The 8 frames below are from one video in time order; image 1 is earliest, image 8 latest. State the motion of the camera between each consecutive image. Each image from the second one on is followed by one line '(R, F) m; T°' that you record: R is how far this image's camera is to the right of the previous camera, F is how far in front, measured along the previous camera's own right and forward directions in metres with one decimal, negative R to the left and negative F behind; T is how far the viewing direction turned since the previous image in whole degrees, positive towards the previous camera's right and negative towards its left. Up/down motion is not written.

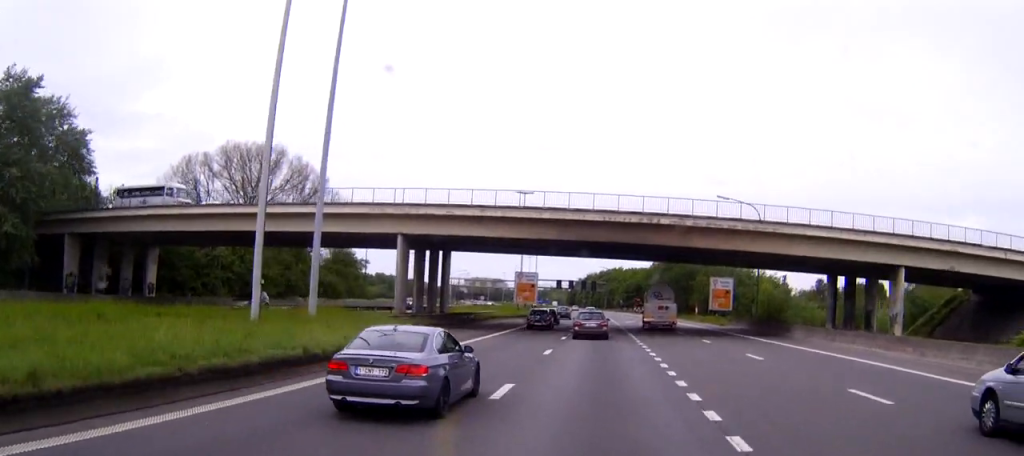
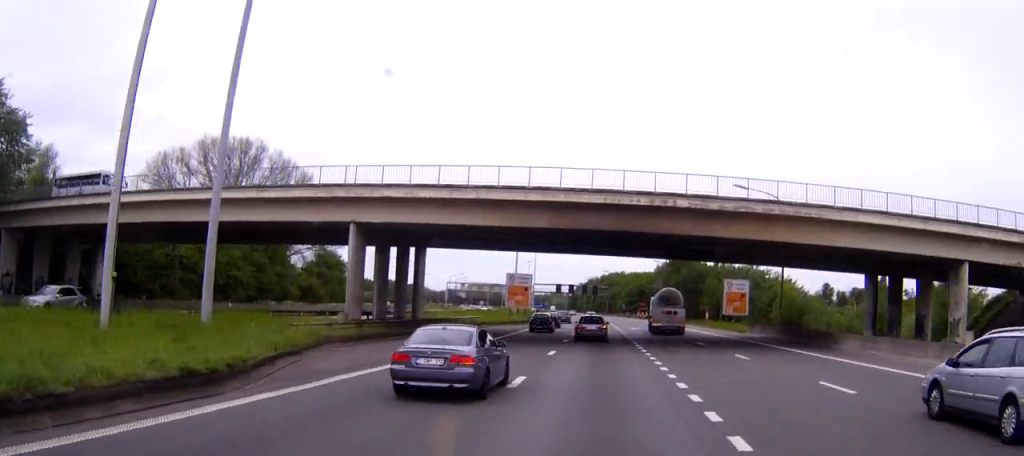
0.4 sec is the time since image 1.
(0.0, +10.3) m; 0°
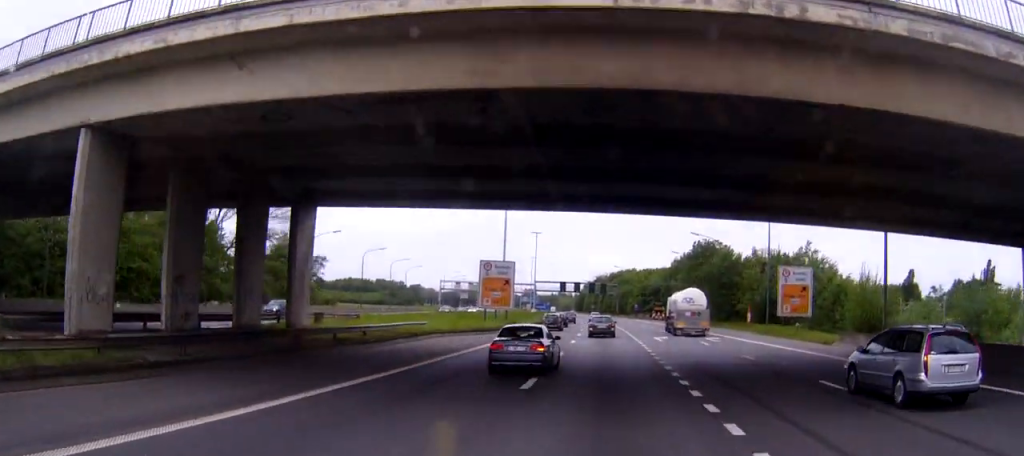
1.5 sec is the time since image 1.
(0.0, +25.4) m; 0°
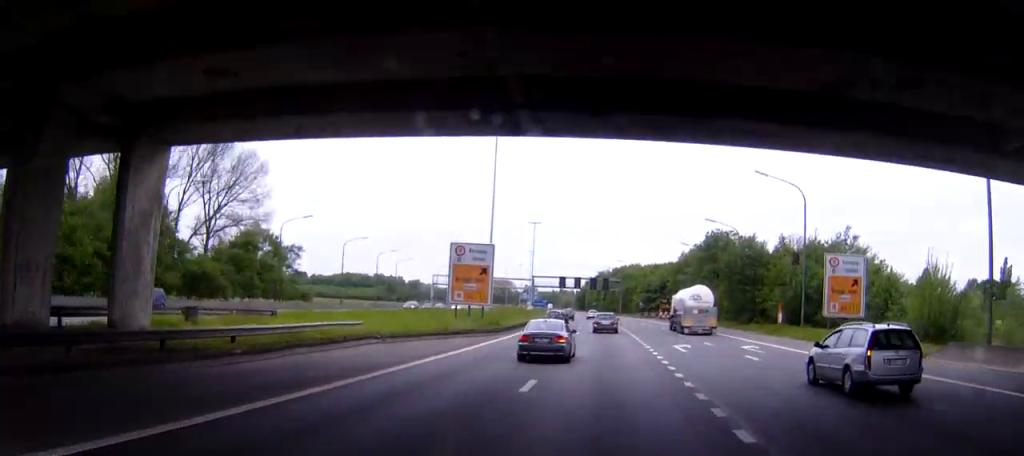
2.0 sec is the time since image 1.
(0.0, +14.6) m; 0°
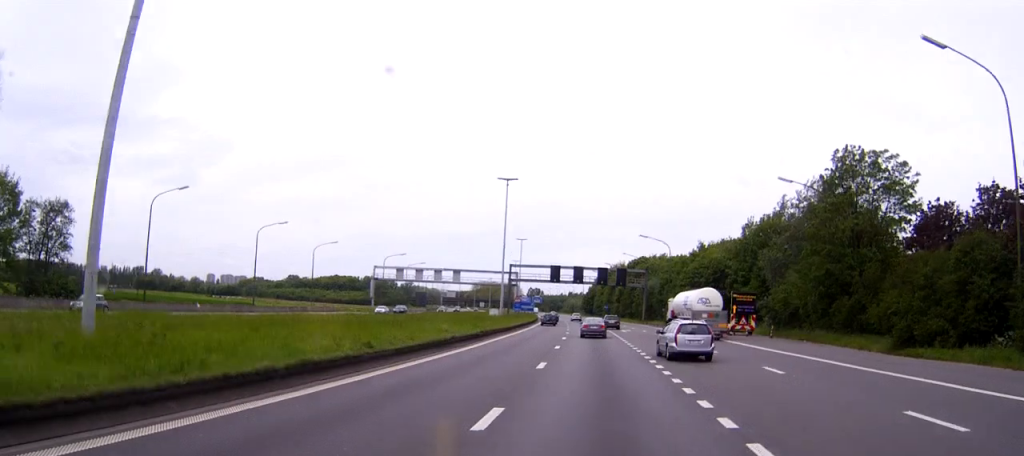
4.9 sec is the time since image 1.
(-1.5, +75.6) m; -2°
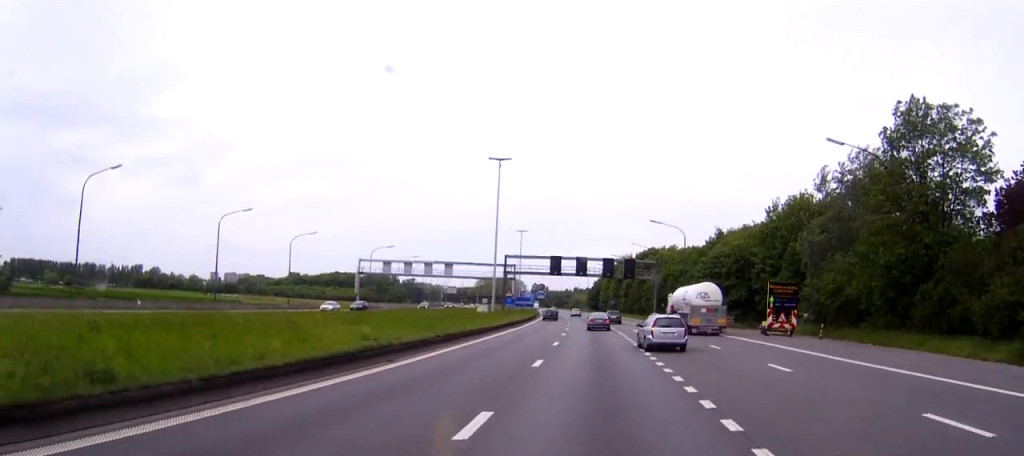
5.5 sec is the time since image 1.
(-0.1, +14.5) m; 0°
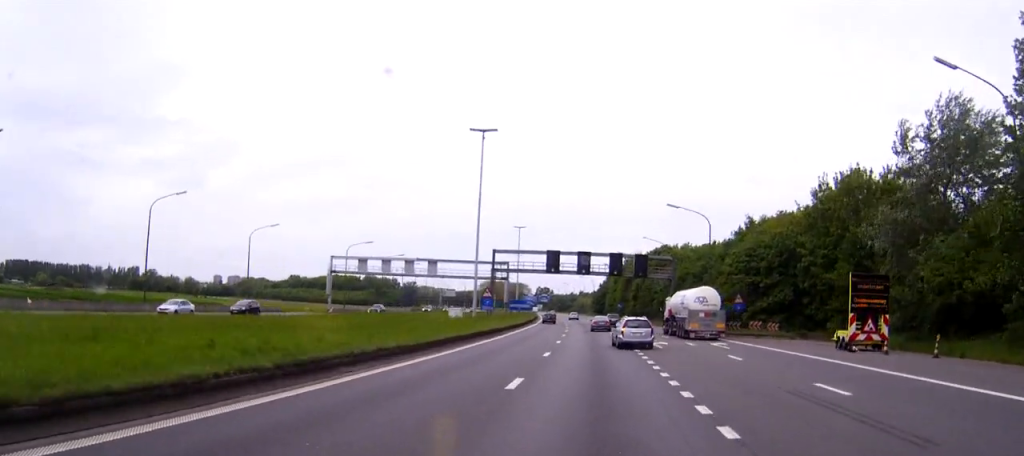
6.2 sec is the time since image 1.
(0.0, +19.8) m; -1°
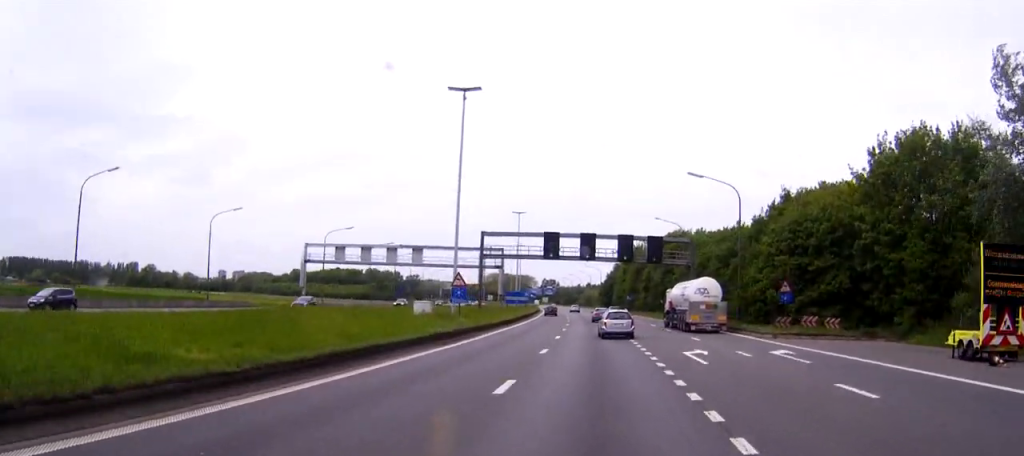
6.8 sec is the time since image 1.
(-0.1, +15.2) m; -1°
